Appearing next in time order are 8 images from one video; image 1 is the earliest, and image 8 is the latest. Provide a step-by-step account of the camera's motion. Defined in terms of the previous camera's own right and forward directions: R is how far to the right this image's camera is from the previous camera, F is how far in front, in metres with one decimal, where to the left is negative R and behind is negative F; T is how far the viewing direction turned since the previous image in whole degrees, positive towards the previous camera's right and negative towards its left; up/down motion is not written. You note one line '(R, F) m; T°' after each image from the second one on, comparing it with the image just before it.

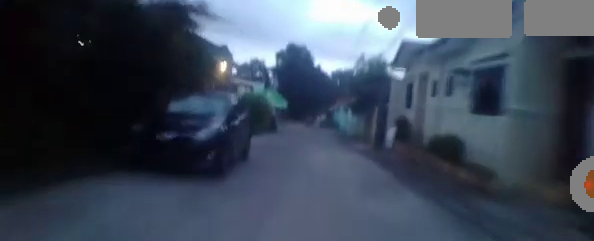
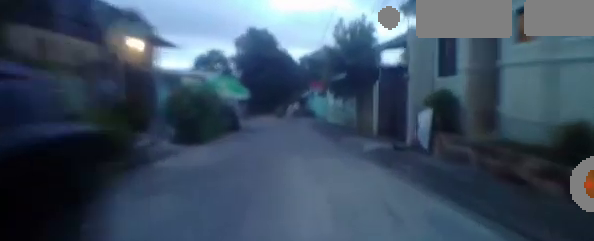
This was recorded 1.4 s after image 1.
(-1.6, +5.3) m; -17°
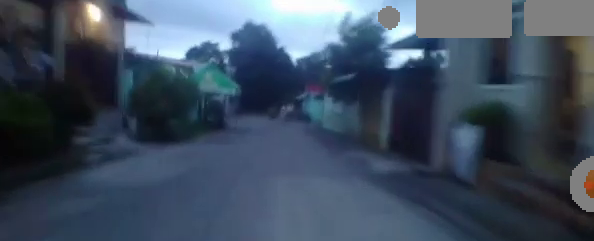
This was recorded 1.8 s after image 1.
(-0.2, +1.8) m; +1°
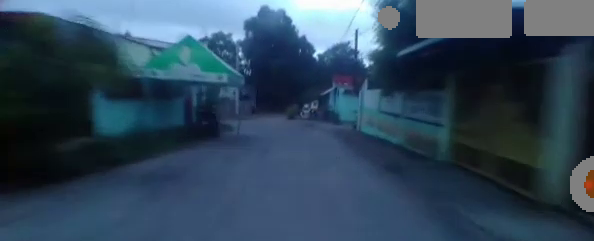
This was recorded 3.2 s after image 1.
(+1.0, +6.2) m; +5°
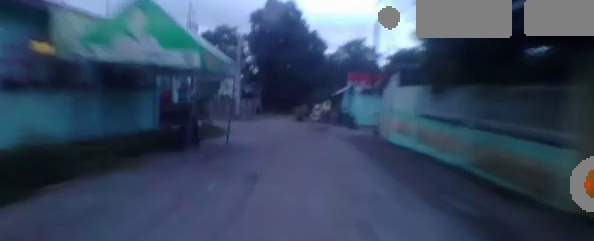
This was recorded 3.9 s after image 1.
(-0.1, +3.0) m; -4°
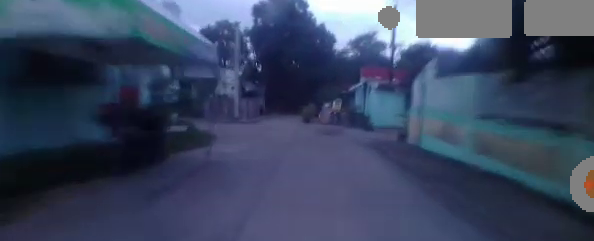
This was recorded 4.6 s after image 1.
(0.0, +2.7) m; -2°
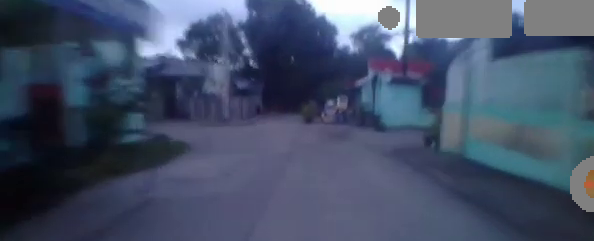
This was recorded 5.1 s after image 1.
(-0.1, +2.0) m; -6°
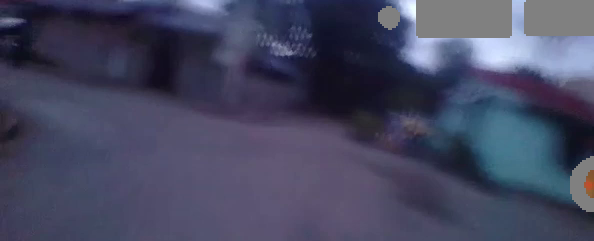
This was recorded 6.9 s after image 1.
(-1.3, +5.7) m; -27°
